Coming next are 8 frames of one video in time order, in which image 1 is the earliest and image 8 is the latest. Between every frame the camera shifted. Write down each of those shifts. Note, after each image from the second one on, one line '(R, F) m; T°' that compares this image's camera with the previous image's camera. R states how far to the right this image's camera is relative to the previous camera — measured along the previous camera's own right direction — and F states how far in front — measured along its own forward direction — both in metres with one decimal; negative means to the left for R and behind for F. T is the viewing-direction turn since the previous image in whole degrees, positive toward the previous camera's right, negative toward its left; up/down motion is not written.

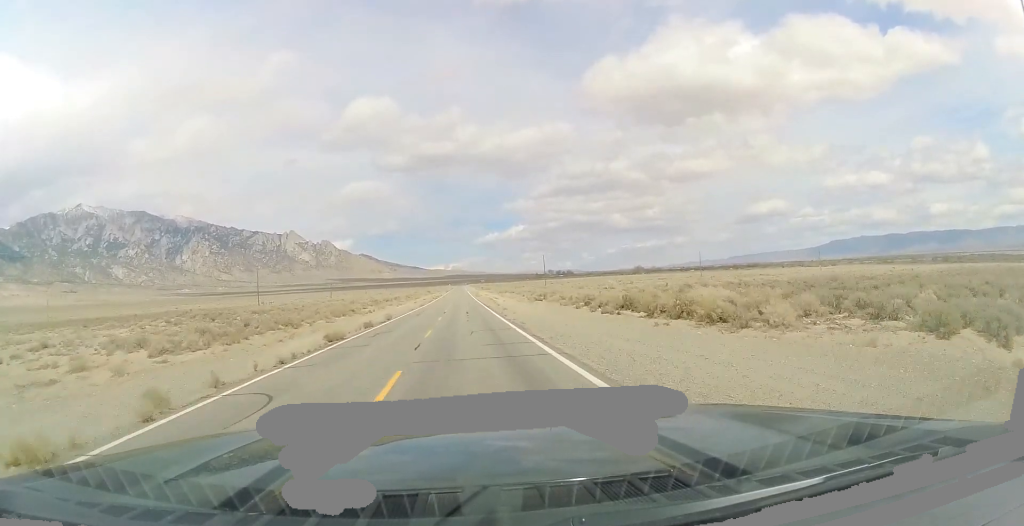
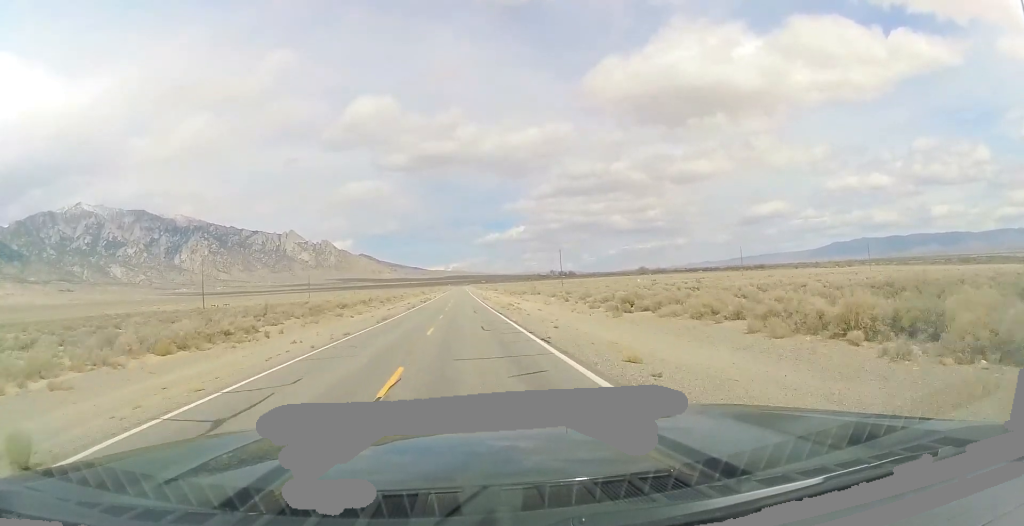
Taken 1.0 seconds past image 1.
(+0.1, +36.1) m; 0°
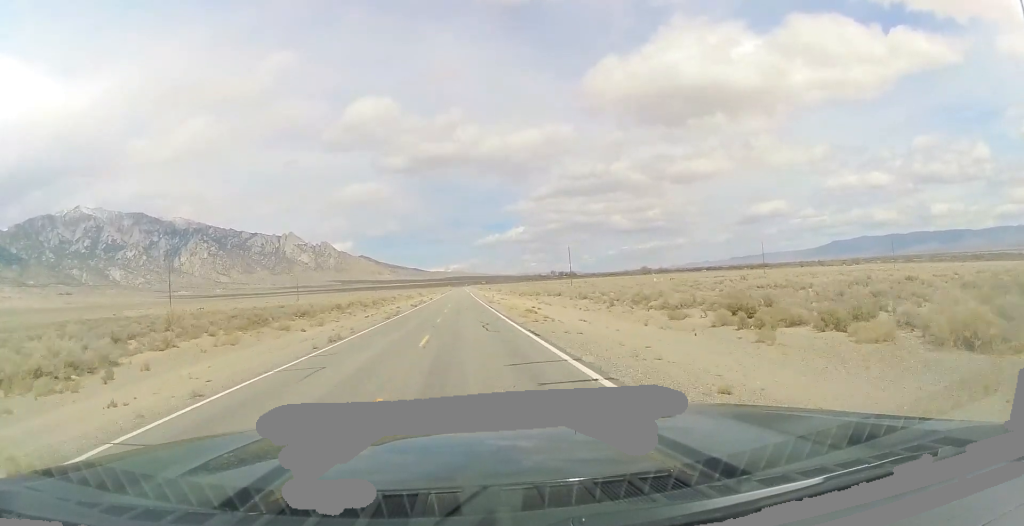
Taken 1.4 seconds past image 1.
(0.0, +15.7) m; 0°
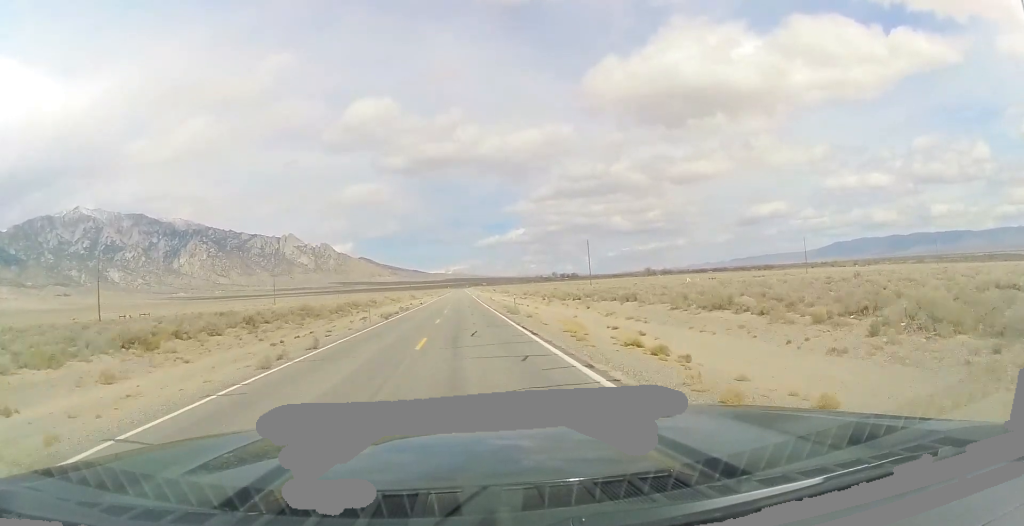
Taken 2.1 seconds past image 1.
(-0.1, +25.4) m; 0°
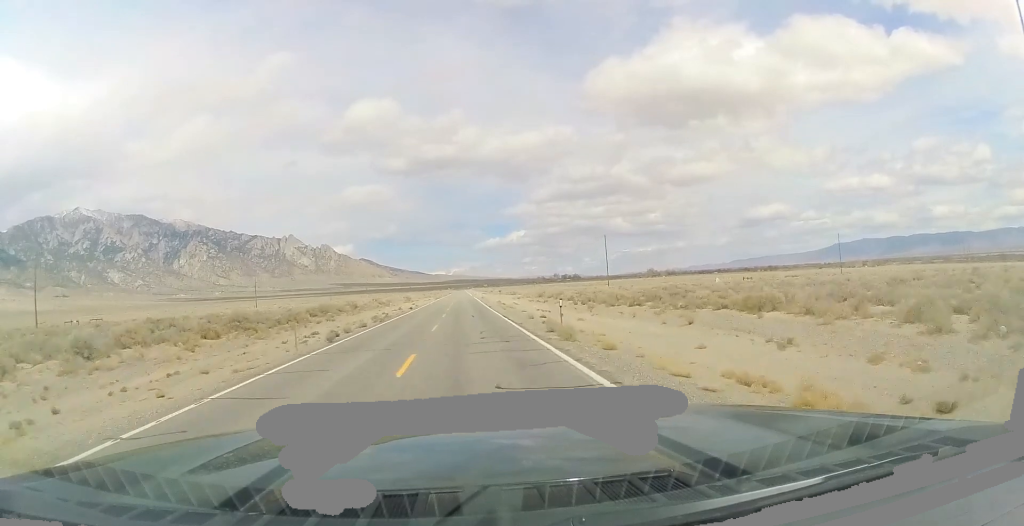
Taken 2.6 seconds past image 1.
(0.0, +17.0) m; 0°
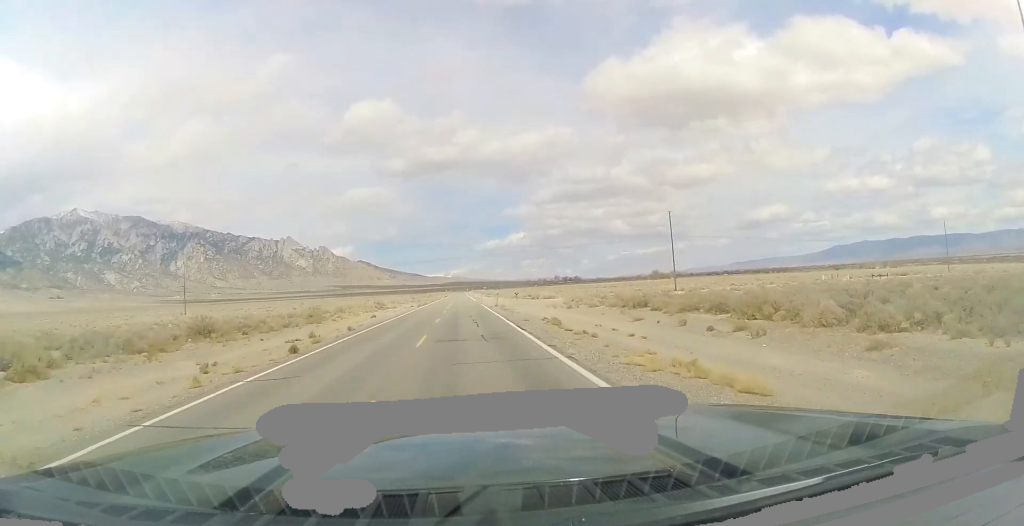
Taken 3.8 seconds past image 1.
(-0.3, +42.7) m; 0°
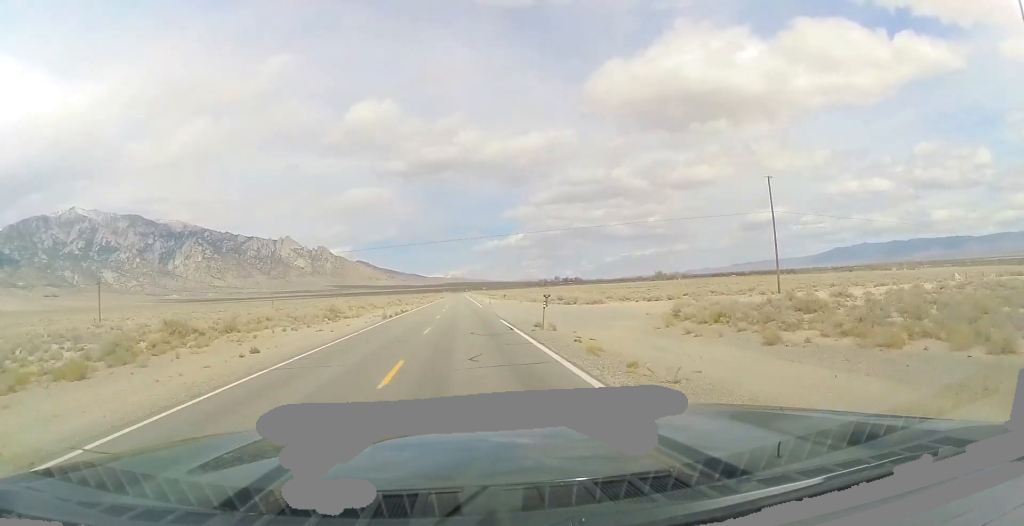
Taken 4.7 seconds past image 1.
(+0.2, +33.1) m; +1°
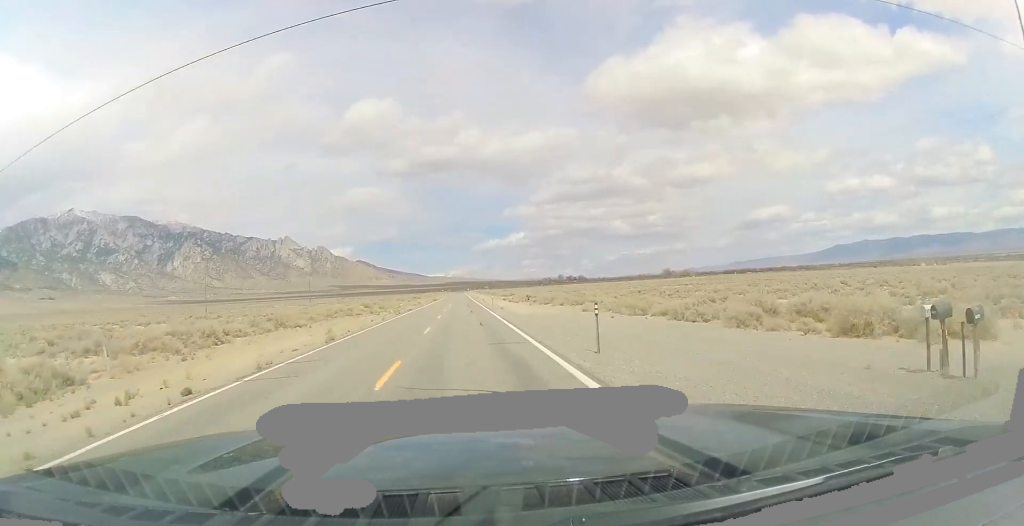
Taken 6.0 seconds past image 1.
(+0.1, +49.0) m; -1°
